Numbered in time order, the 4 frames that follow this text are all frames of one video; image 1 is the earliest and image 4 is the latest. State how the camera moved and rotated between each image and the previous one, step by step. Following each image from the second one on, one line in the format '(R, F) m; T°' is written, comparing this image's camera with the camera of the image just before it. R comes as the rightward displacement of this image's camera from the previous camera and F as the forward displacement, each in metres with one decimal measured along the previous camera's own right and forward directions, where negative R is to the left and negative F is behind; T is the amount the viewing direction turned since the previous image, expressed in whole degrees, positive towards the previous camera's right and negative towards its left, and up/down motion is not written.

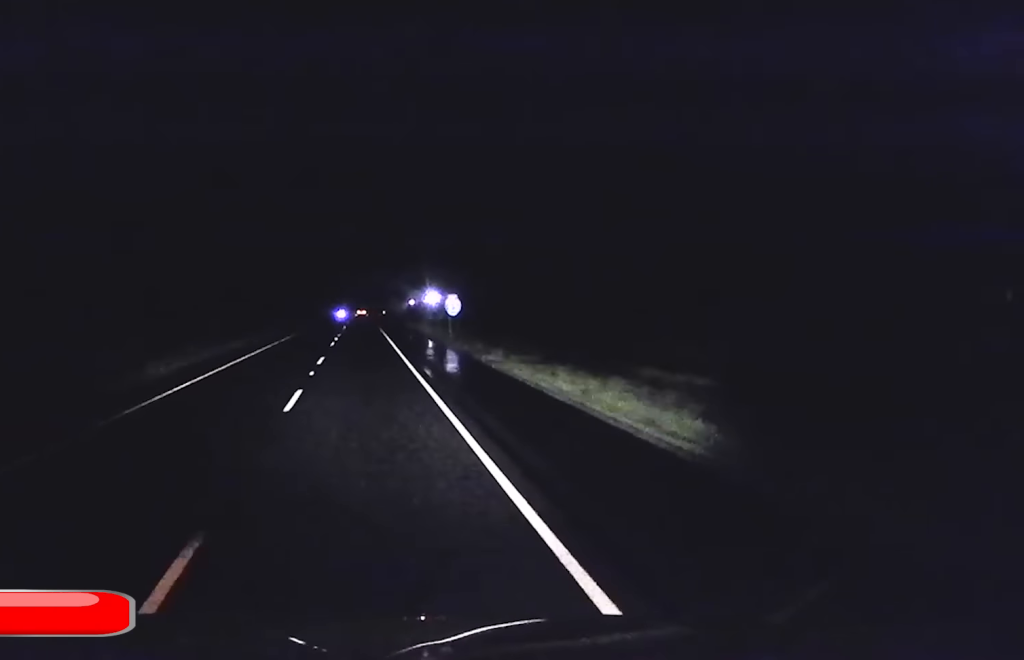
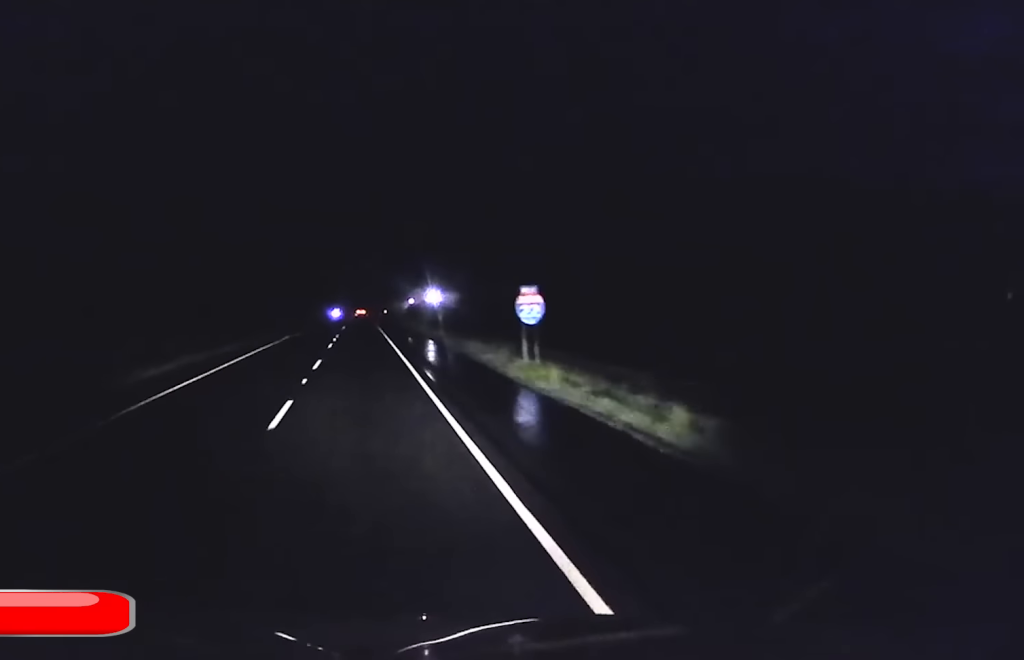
(0.0, +26.1) m; +1°
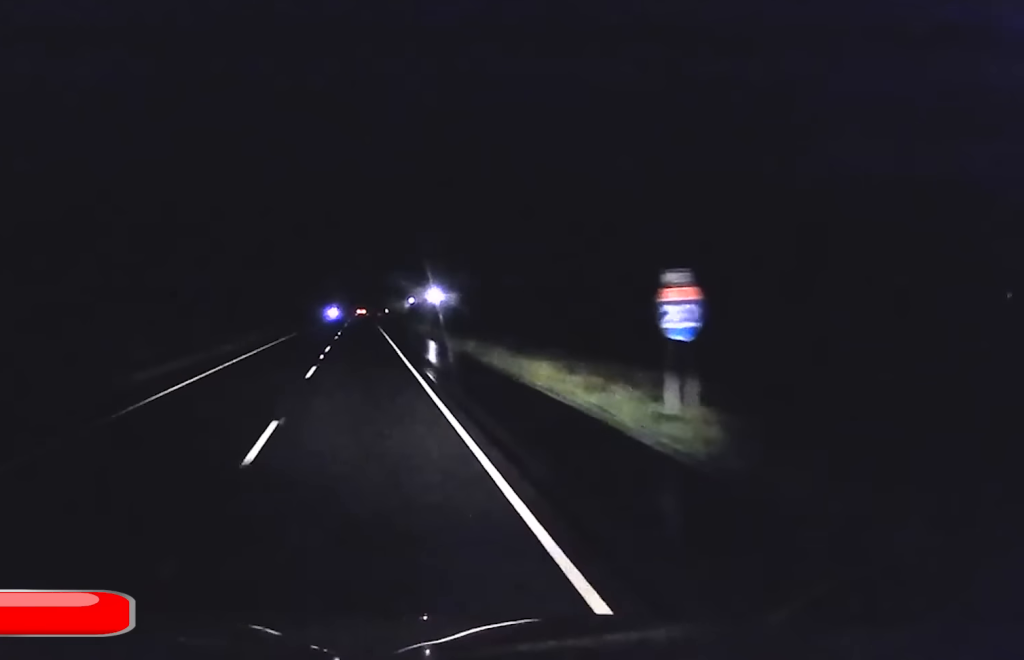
(+0.3, +15.0) m; +1°
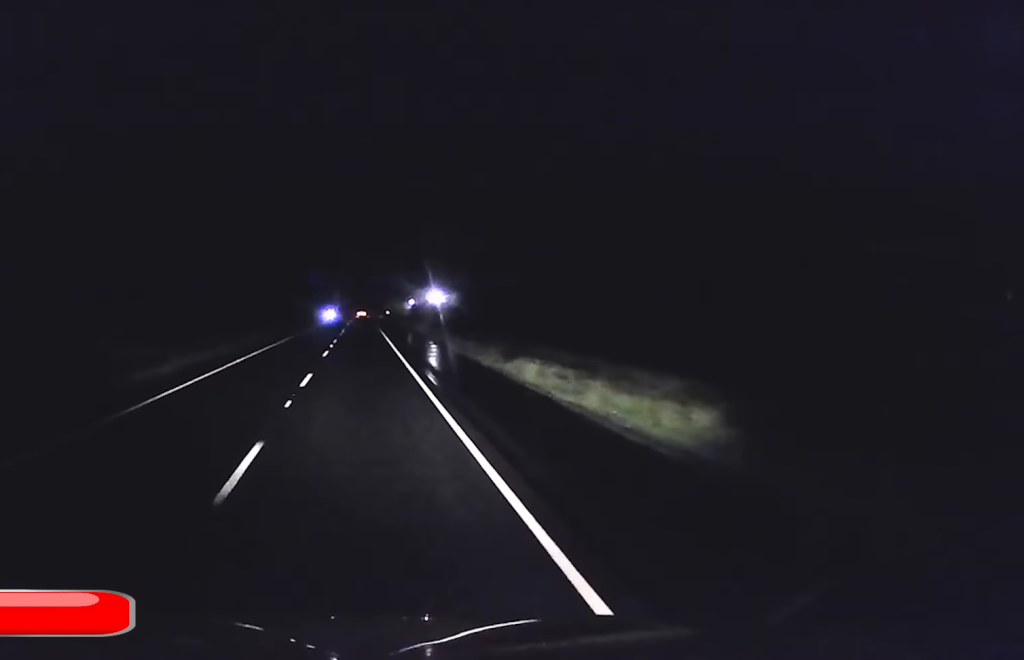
(+0.1, +14.0) m; 0°
